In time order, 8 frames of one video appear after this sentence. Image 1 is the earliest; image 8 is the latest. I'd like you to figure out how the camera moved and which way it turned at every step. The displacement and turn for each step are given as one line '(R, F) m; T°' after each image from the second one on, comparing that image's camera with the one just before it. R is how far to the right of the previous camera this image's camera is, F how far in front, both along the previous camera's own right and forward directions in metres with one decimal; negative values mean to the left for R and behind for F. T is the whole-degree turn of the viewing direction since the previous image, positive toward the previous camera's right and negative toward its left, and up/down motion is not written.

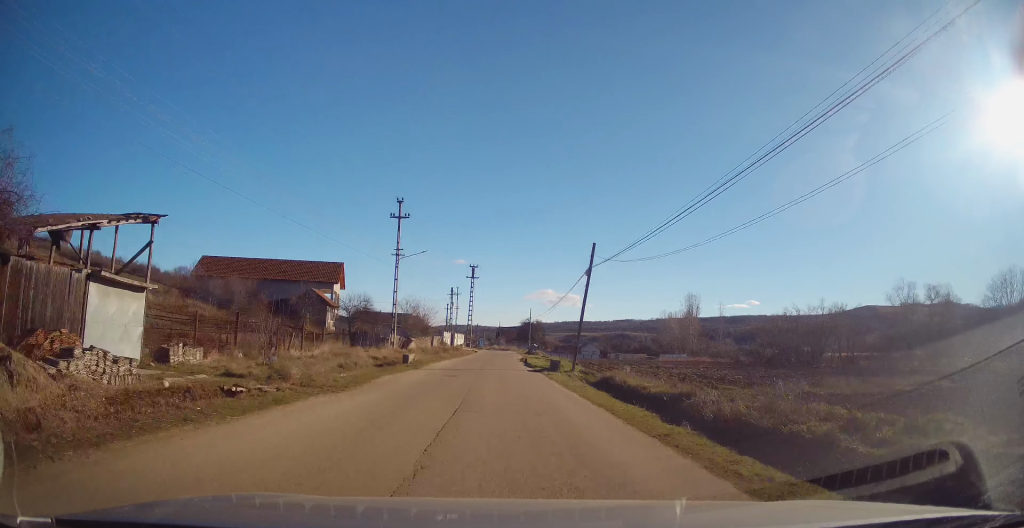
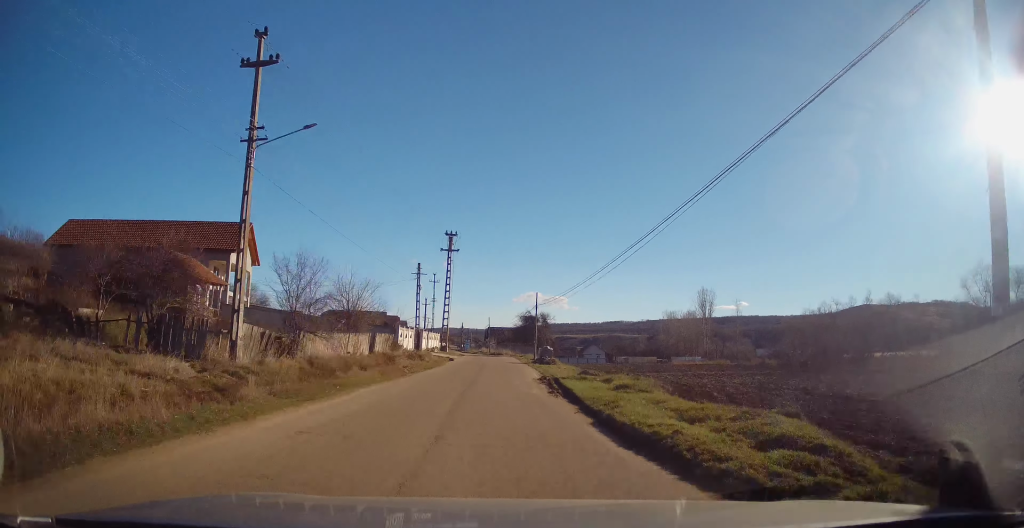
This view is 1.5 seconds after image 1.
(+0.9, +25.6) m; +3°
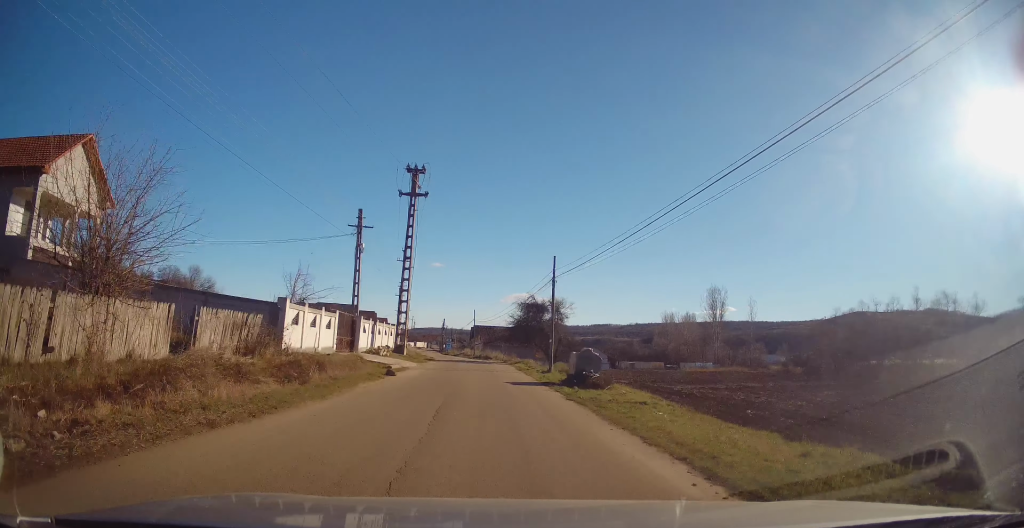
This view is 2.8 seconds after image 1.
(+0.3, +20.8) m; +1°
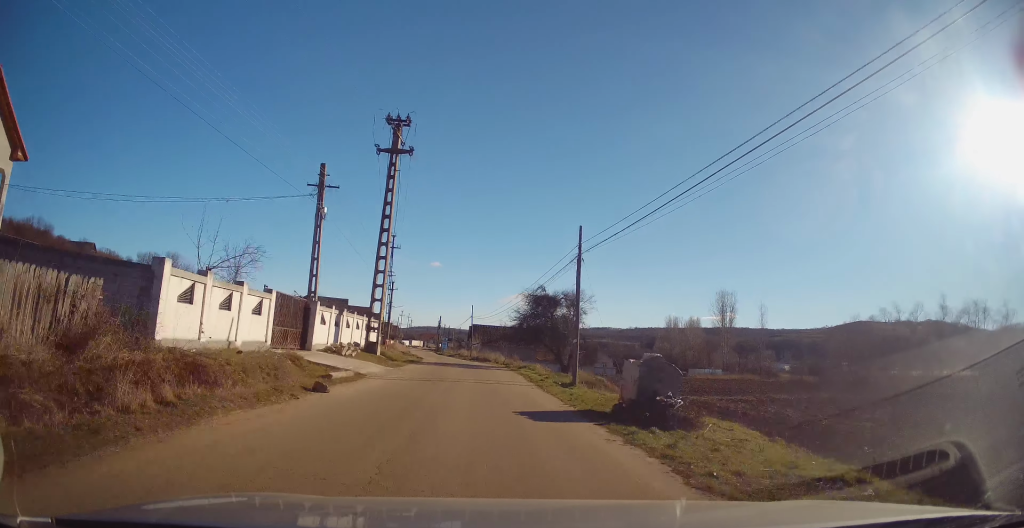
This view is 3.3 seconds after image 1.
(0.0, +8.1) m; 0°
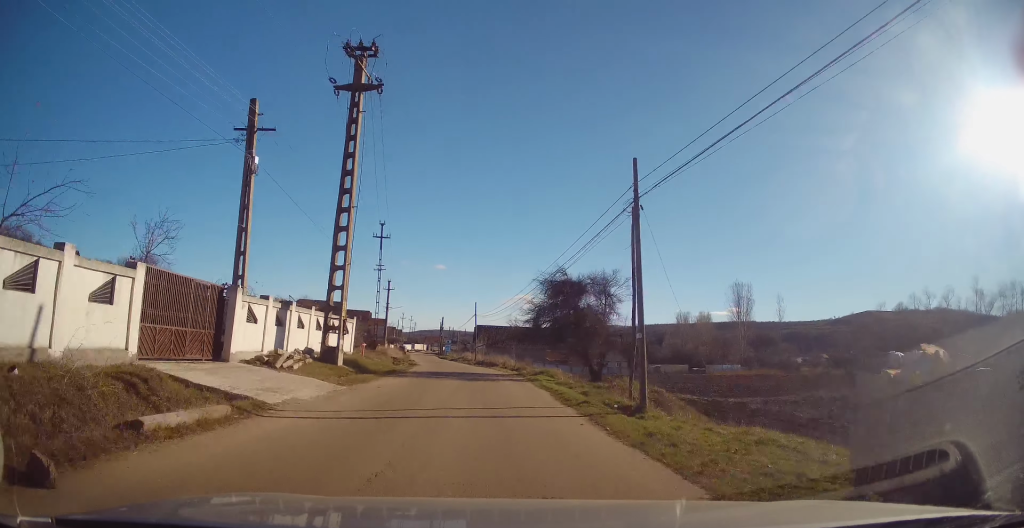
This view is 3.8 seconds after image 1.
(0.0, +8.0) m; 0°
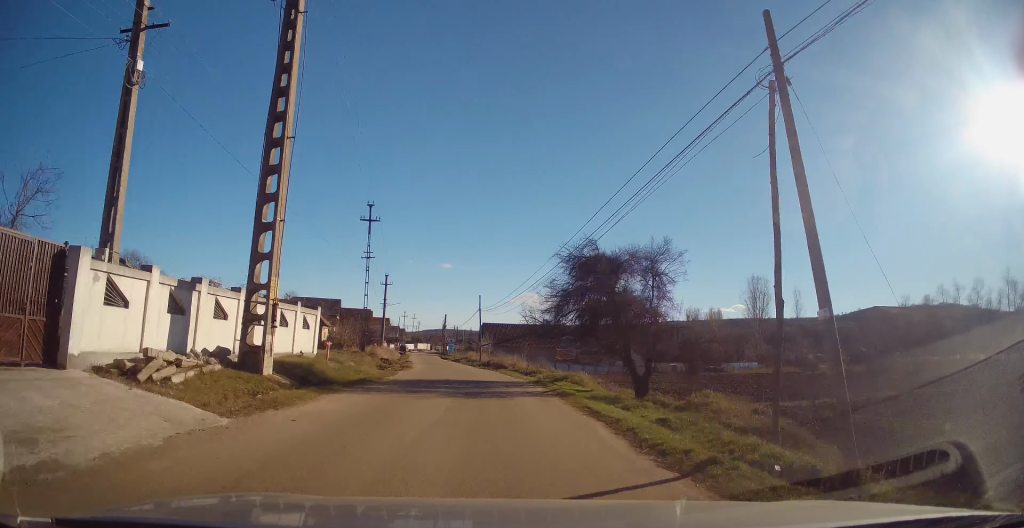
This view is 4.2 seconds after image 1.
(0.0, +6.9) m; -1°
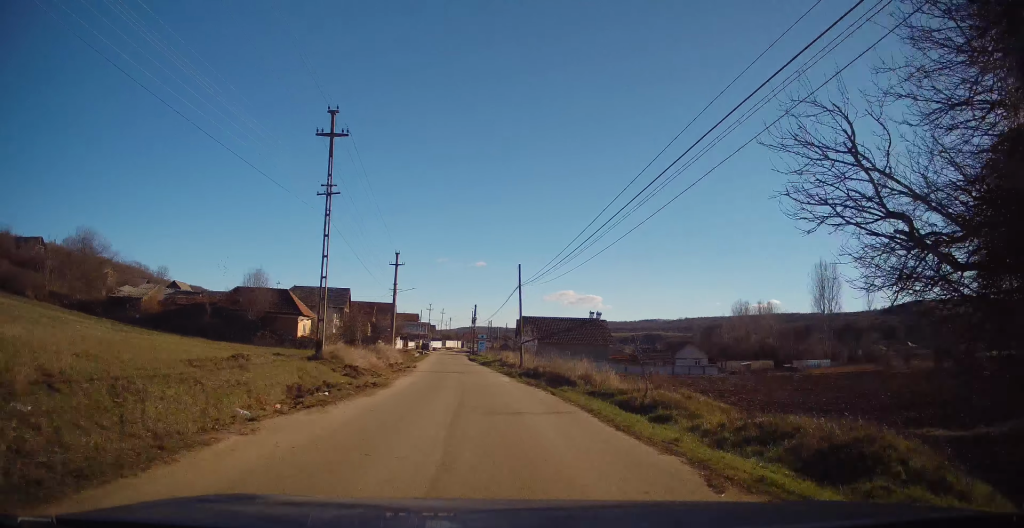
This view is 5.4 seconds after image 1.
(-0.4, +18.5) m; -2°
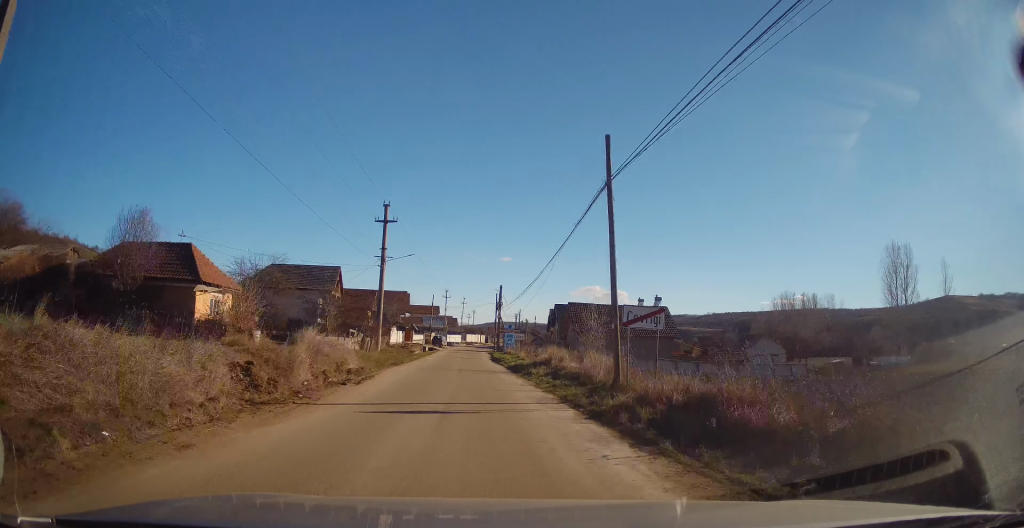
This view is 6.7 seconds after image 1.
(-0.3, +20.1) m; -3°
